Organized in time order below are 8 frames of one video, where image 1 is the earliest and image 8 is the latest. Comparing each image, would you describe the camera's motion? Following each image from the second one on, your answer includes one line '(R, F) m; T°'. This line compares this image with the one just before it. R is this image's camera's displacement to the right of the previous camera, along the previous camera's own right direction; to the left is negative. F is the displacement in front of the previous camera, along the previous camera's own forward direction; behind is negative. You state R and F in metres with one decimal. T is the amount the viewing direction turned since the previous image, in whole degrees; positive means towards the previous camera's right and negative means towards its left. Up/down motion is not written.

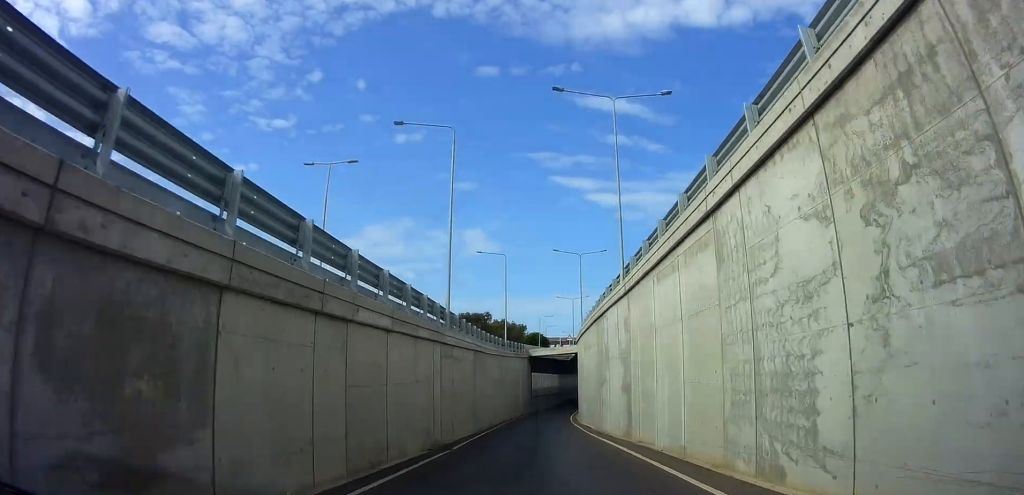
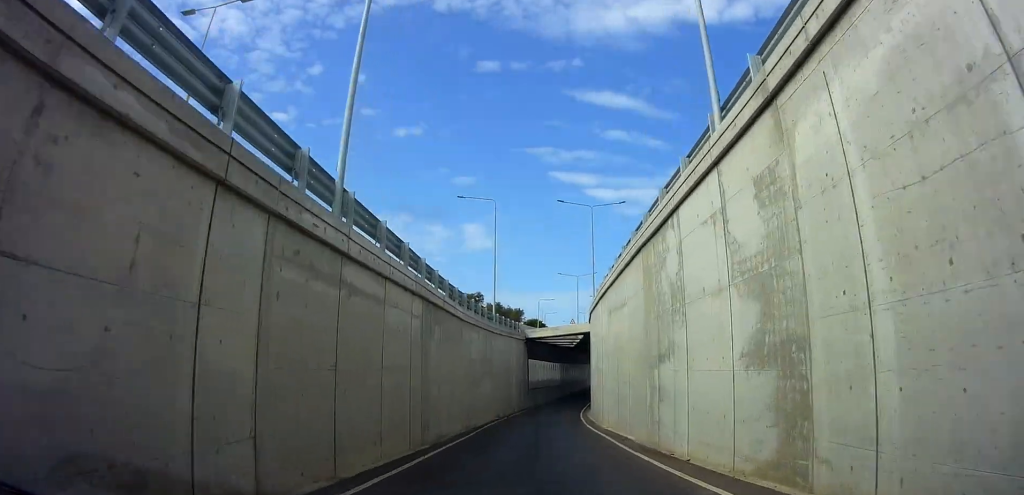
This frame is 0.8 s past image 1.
(+0.3, +12.3) m; -1°
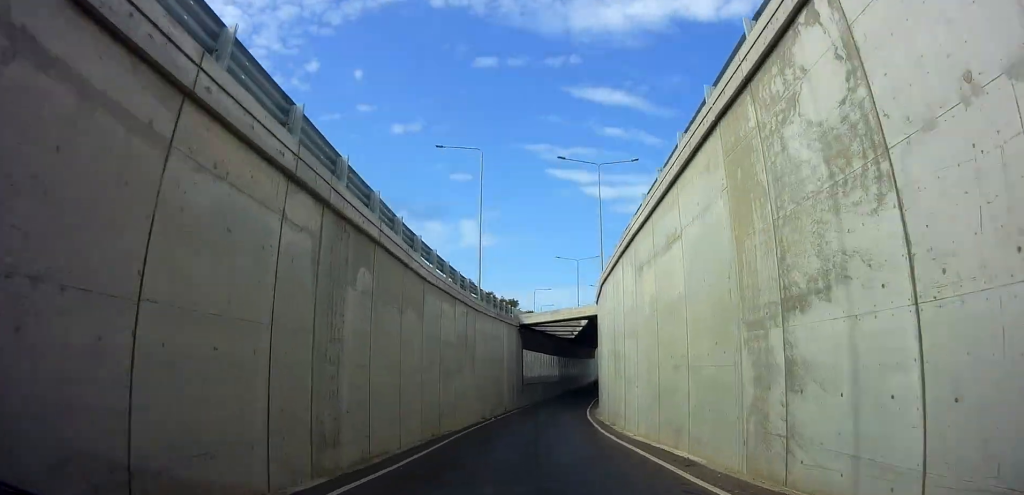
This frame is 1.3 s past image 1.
(-0.6, +7.6) m; 0°
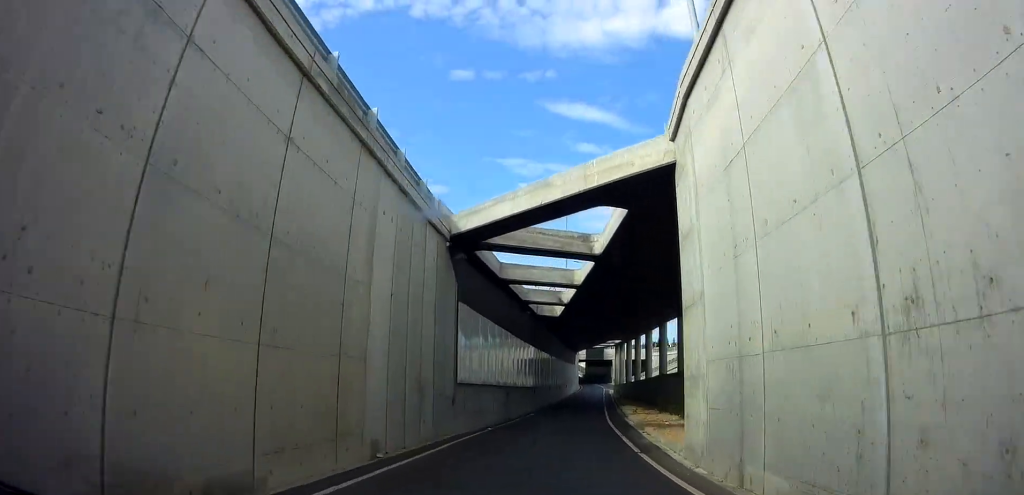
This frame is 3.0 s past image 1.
(+1.6, +25.3) m; +7°
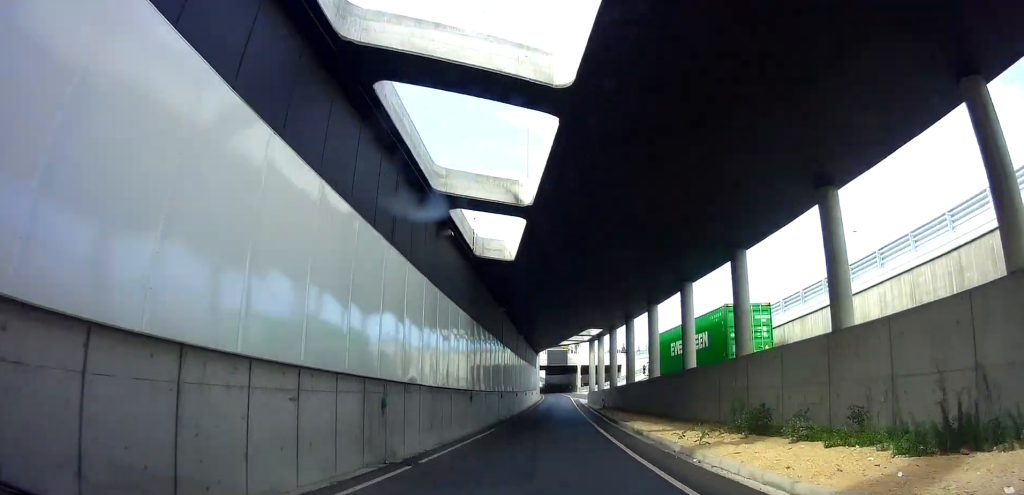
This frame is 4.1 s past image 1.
(+0.1, +17.0) m; 0°
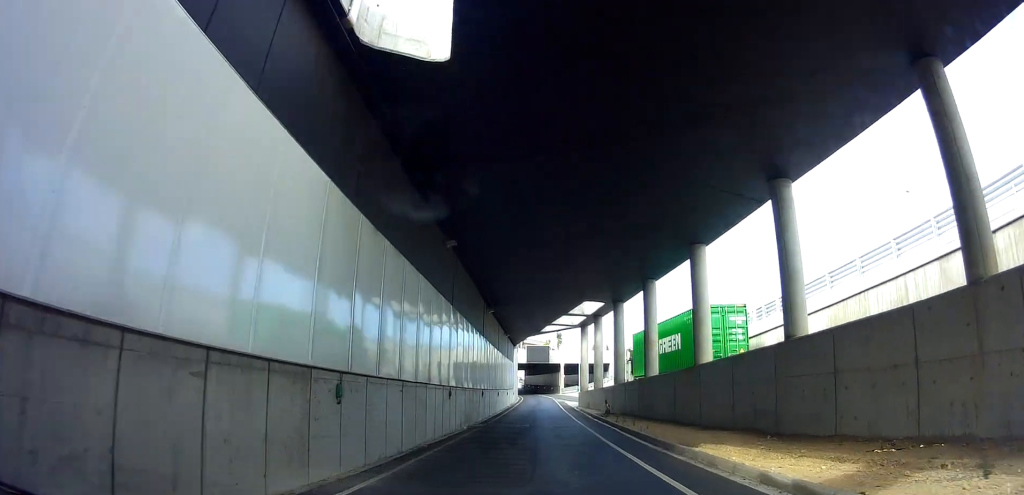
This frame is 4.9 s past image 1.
(-0.1, +12.2) m; +1°
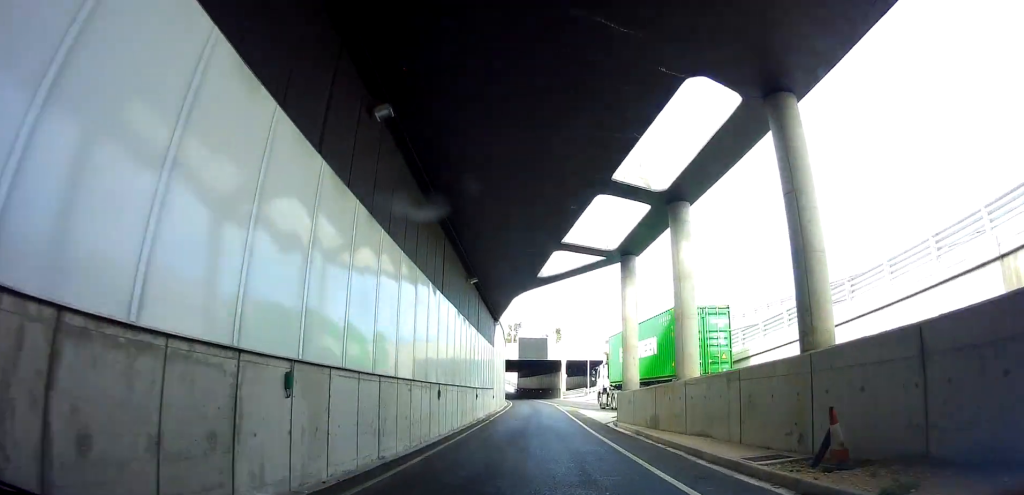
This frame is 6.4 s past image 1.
(+0.6, +22.2) m; +3°
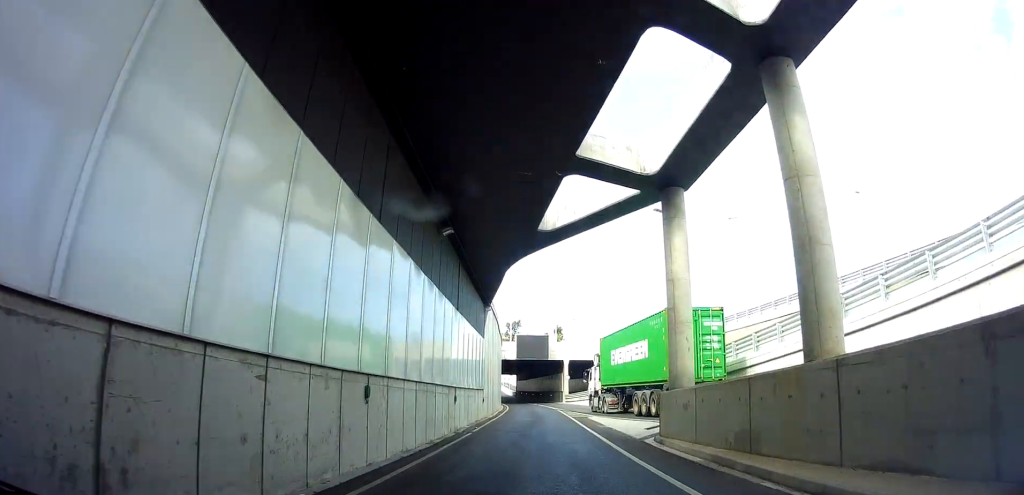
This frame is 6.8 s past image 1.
(0.0, +7.2) m; +1°
